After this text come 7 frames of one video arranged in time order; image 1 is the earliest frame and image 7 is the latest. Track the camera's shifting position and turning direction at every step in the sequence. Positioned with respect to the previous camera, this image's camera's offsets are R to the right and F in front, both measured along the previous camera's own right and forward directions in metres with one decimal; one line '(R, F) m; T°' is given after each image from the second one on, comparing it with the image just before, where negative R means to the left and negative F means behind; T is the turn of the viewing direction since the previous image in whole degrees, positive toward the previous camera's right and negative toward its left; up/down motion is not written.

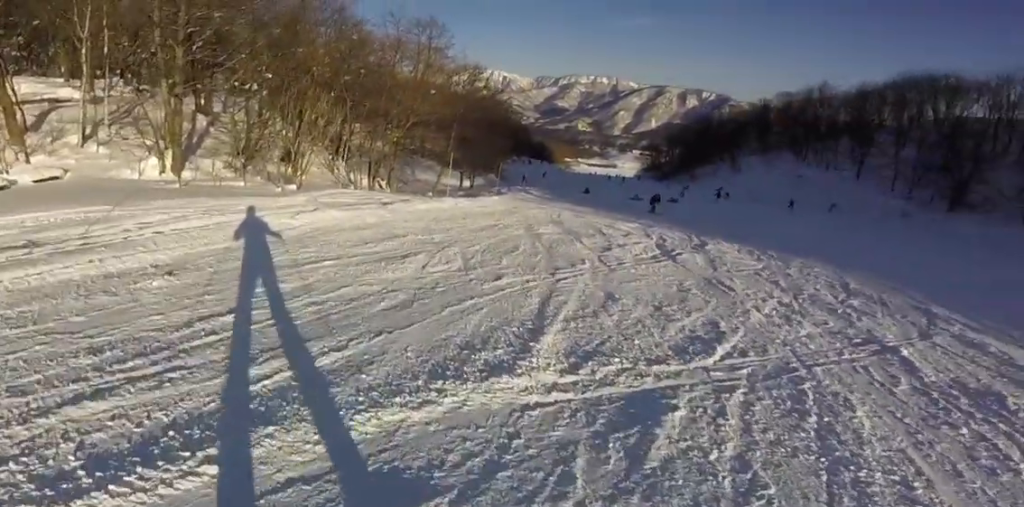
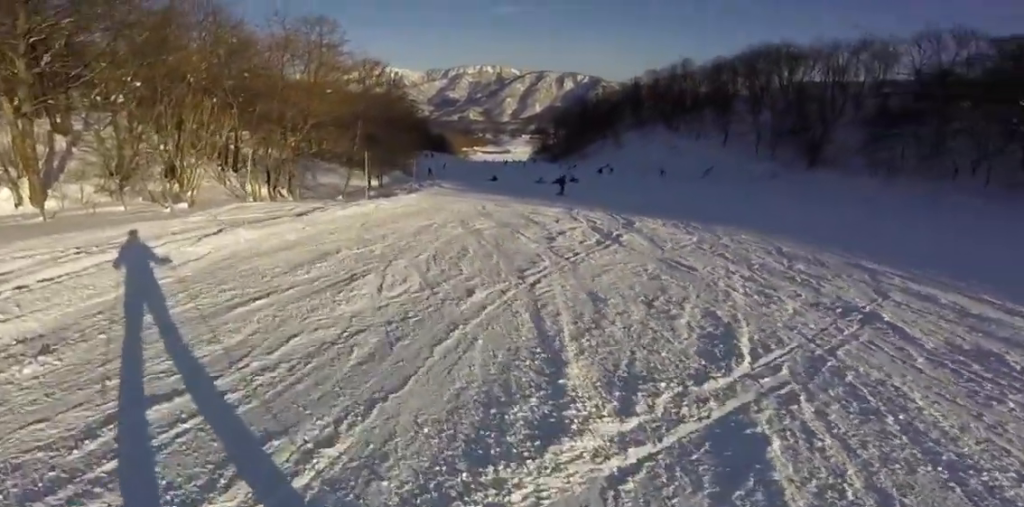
(+0.6, +1.4) m; +41°
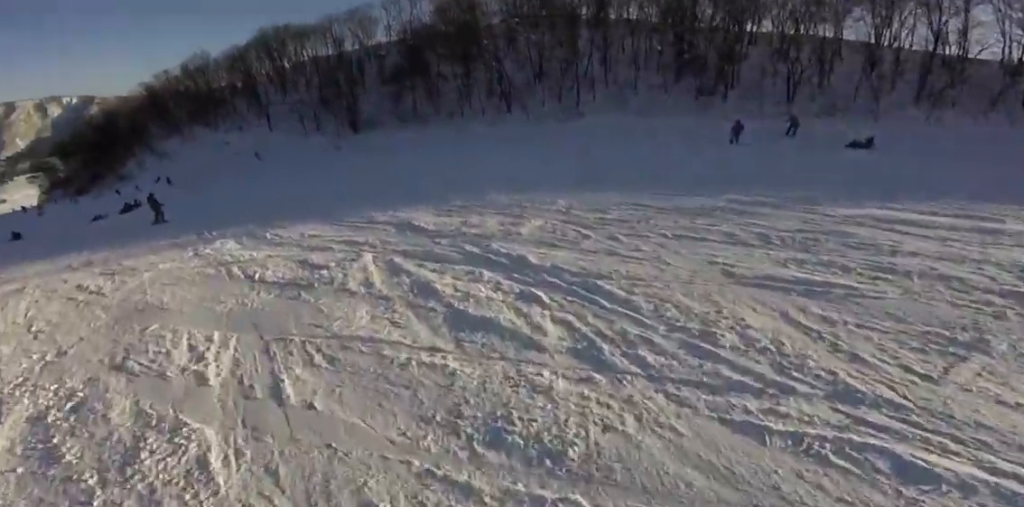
(+4.1, +5.5) m; +63°
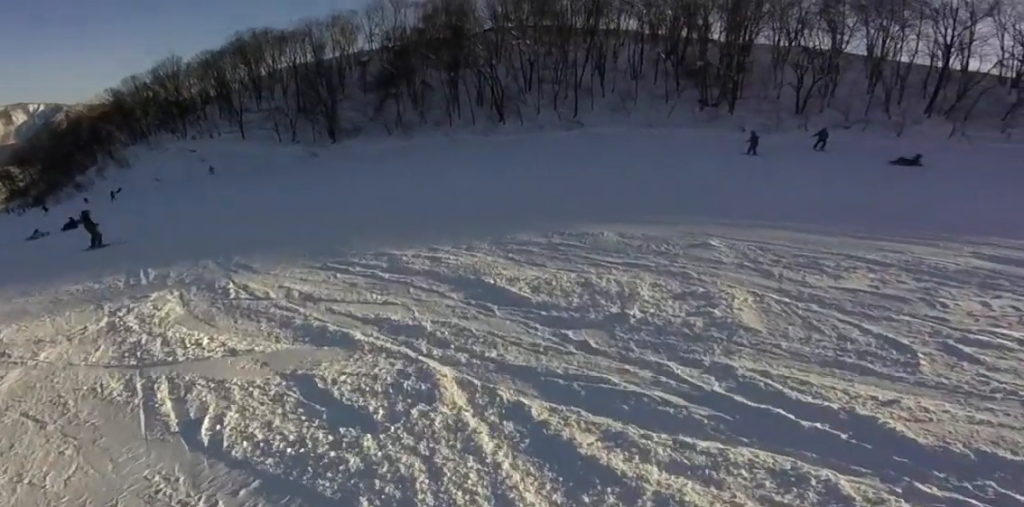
(+1.0, +2.5) m; +16°
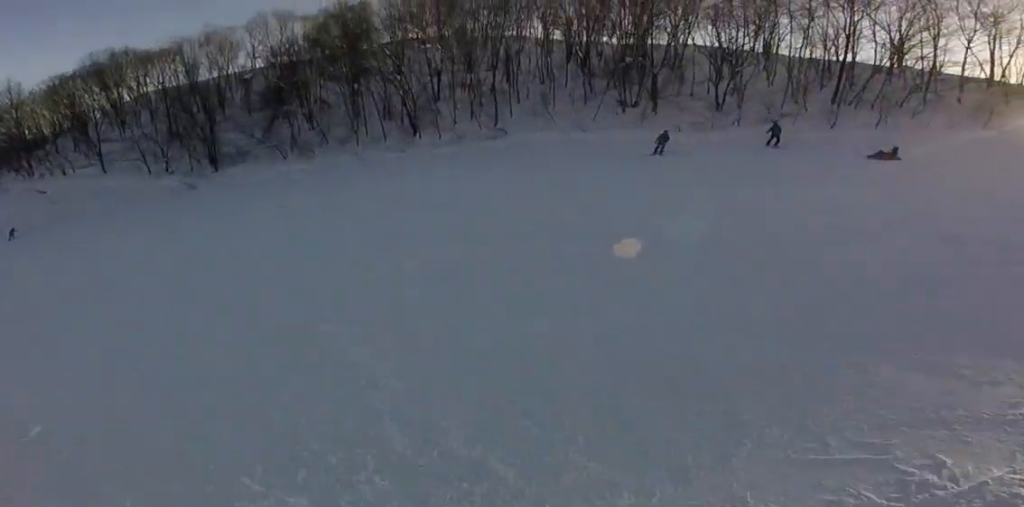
(-0.4, +5.1) m; -4°
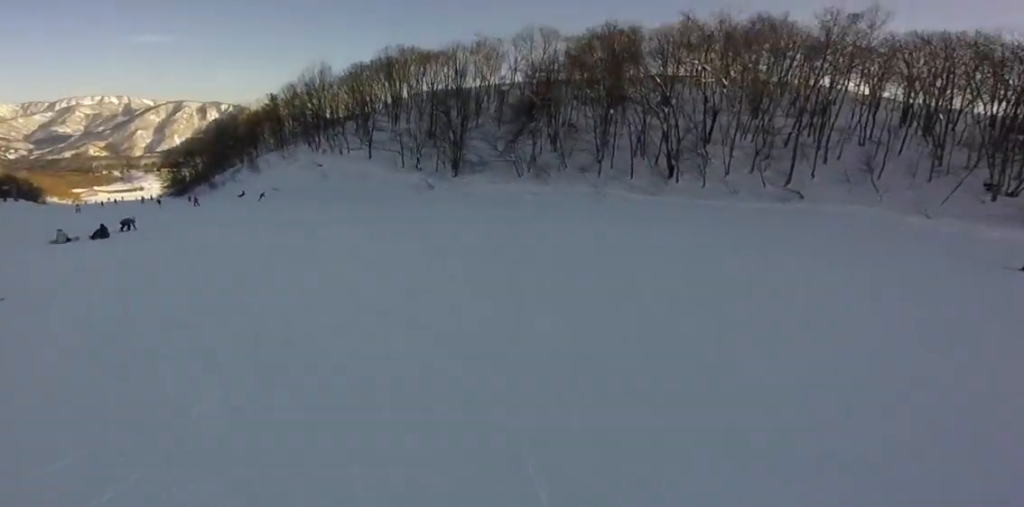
(+0.1, +3.1) m; -7°
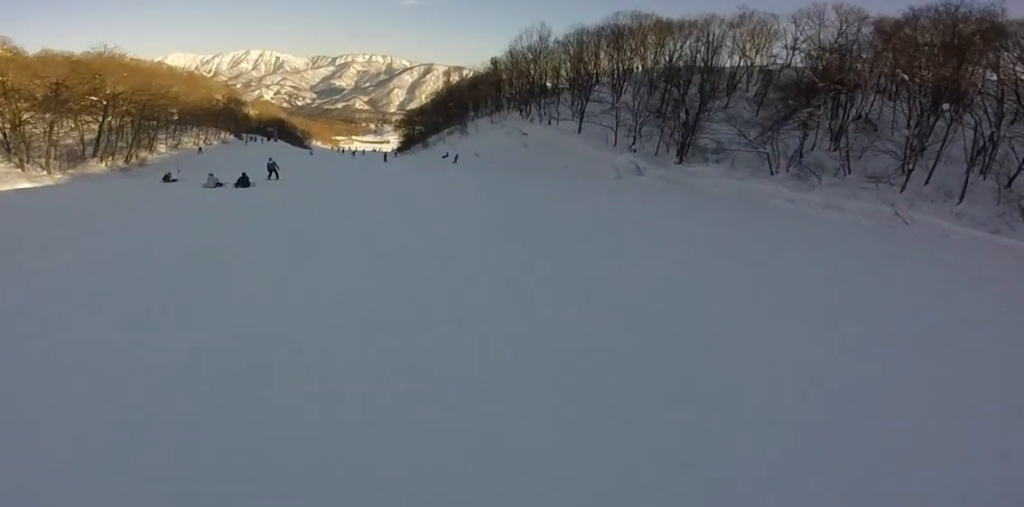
(-1.1, +3.5) m; -70°
